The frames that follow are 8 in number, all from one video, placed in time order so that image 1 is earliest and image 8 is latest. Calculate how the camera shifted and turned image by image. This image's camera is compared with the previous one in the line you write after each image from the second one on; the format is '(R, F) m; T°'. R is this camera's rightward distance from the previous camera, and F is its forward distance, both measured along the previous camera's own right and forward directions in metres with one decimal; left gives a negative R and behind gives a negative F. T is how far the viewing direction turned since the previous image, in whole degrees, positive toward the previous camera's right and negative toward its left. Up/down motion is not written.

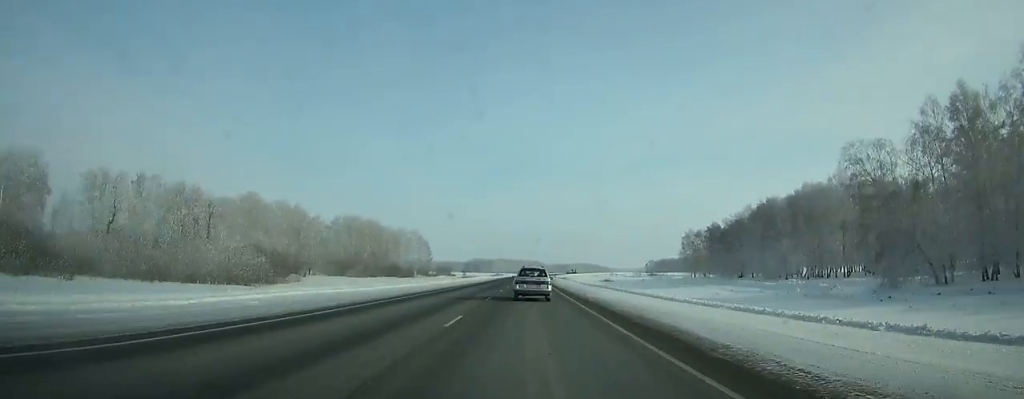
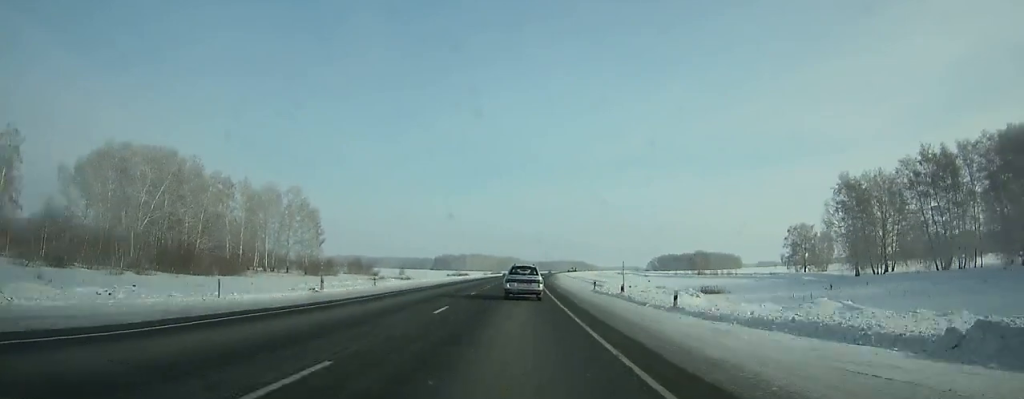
(+1.8, +128.4) m; +2°
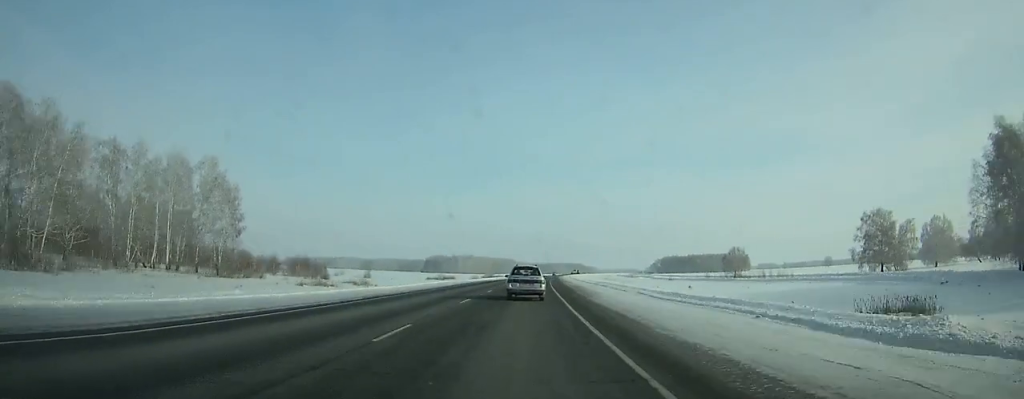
(+0.3, +42.6) m; +1°
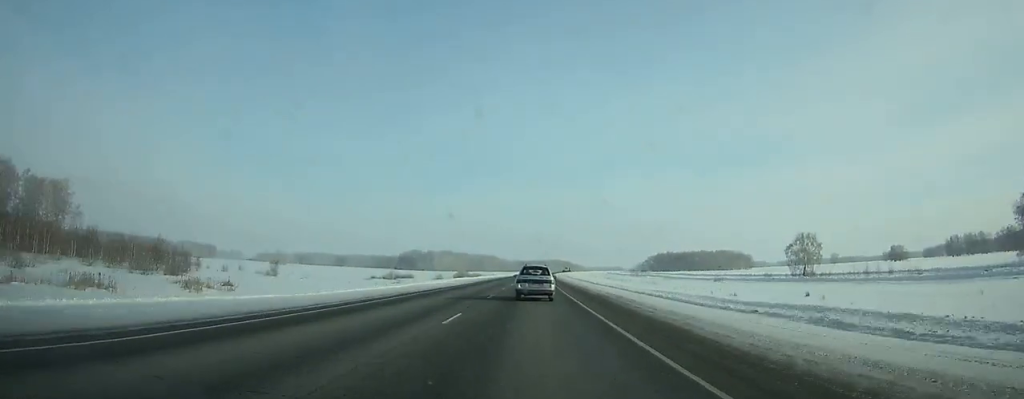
(+0.8, +56.0) m; +2°
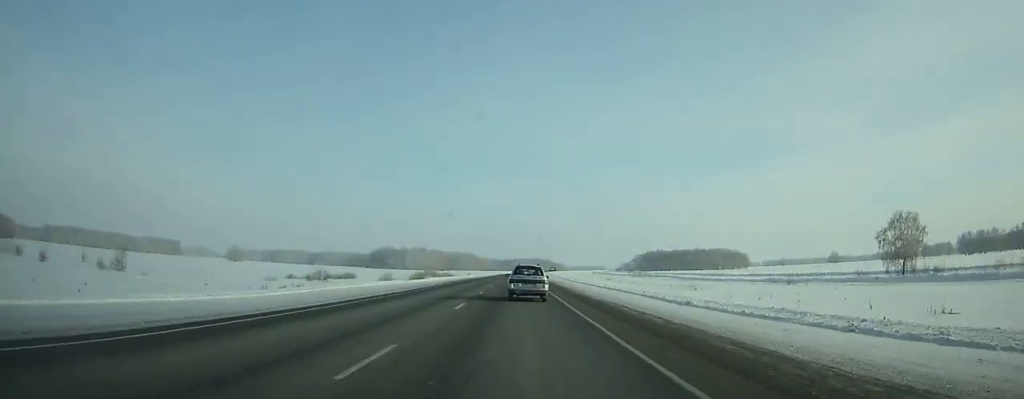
(+0.7, +42.6) m; +1°
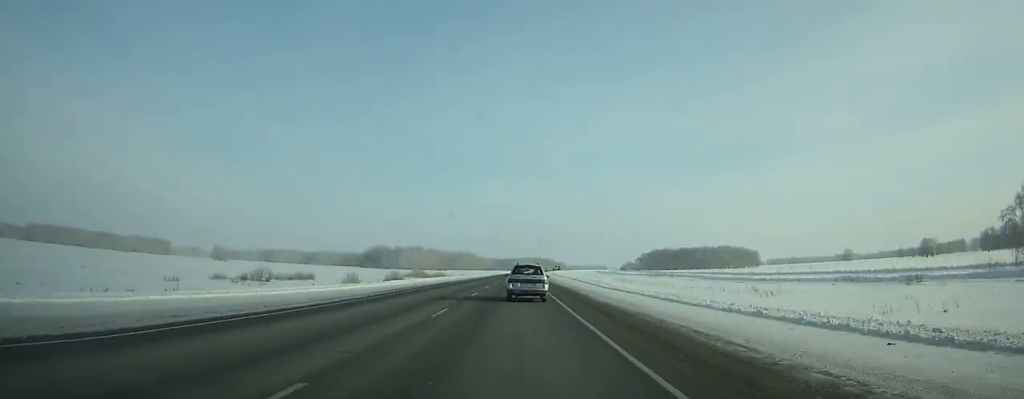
(+0.1, +26.8) m; 0°
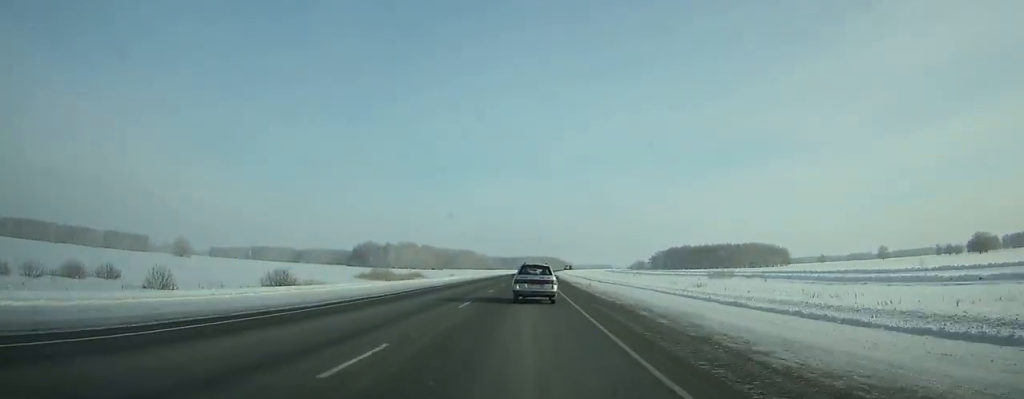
(0.0, +56.0) m; +1°
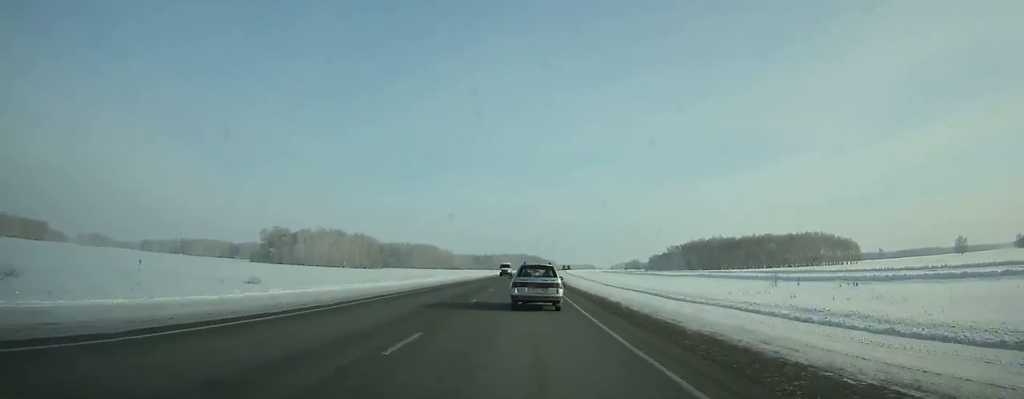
(+2.2, +141.4) m; +1°
